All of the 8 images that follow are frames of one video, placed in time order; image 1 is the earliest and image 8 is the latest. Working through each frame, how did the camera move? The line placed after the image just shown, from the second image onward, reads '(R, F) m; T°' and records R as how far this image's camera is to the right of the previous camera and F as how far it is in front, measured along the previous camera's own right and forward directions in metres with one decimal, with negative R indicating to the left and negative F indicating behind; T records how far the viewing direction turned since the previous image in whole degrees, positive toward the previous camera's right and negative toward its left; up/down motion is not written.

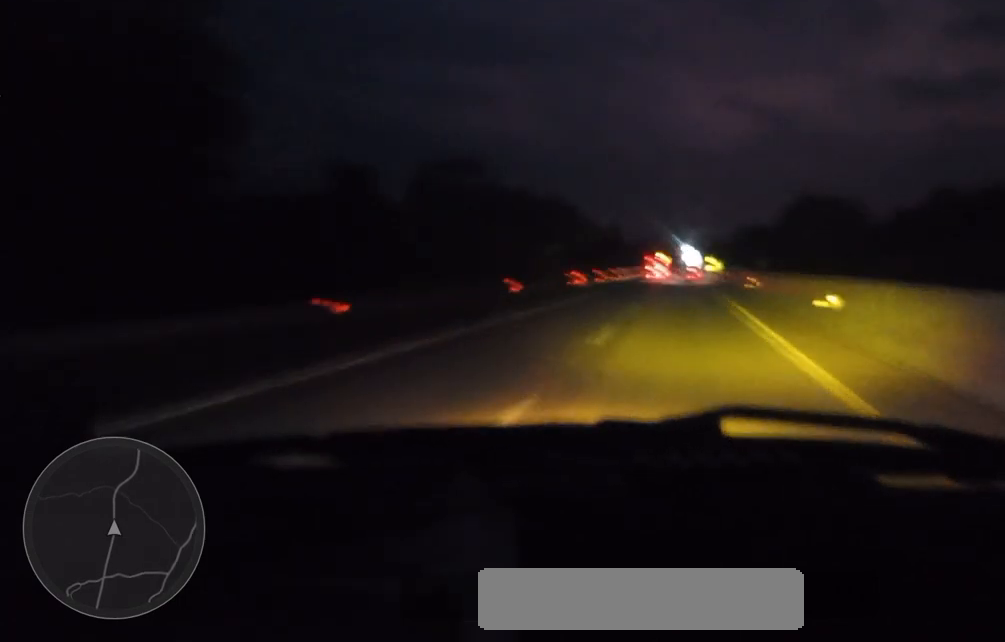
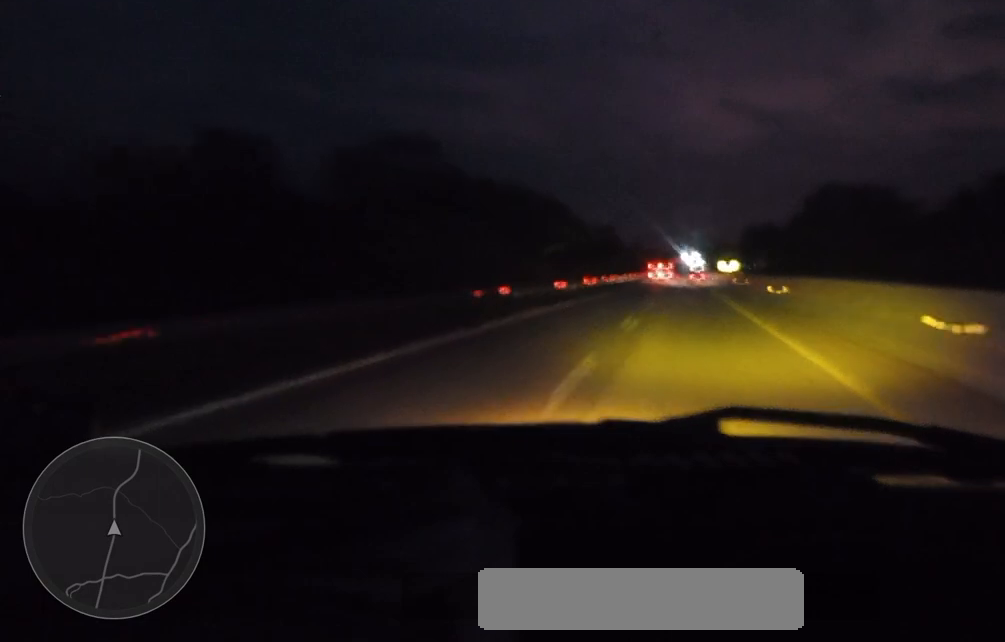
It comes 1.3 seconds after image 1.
(+0.2, +36.0) m; -1°
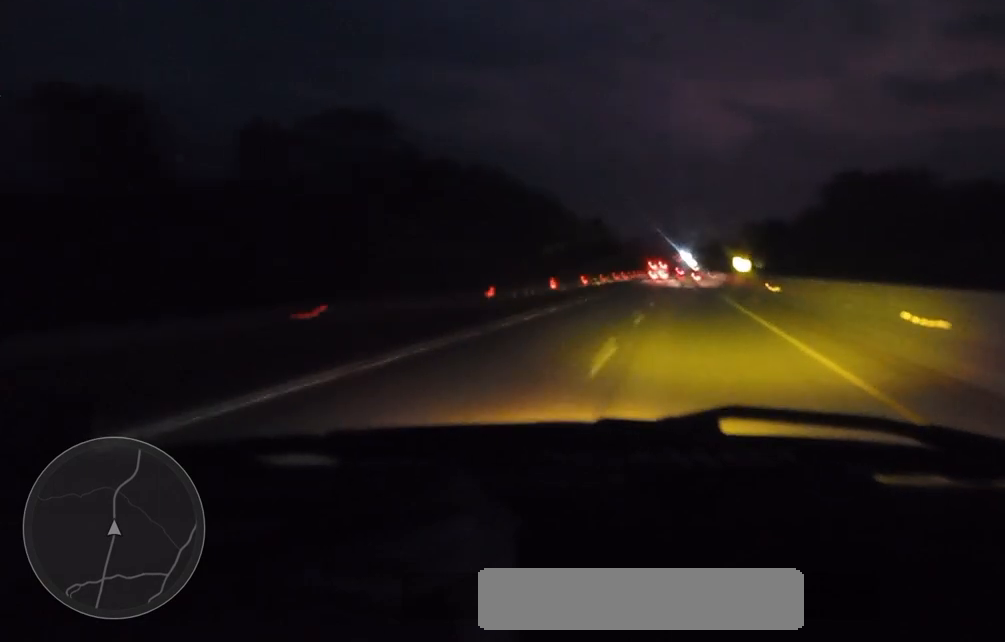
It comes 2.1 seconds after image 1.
(-0.7, +22.9) m; -1°
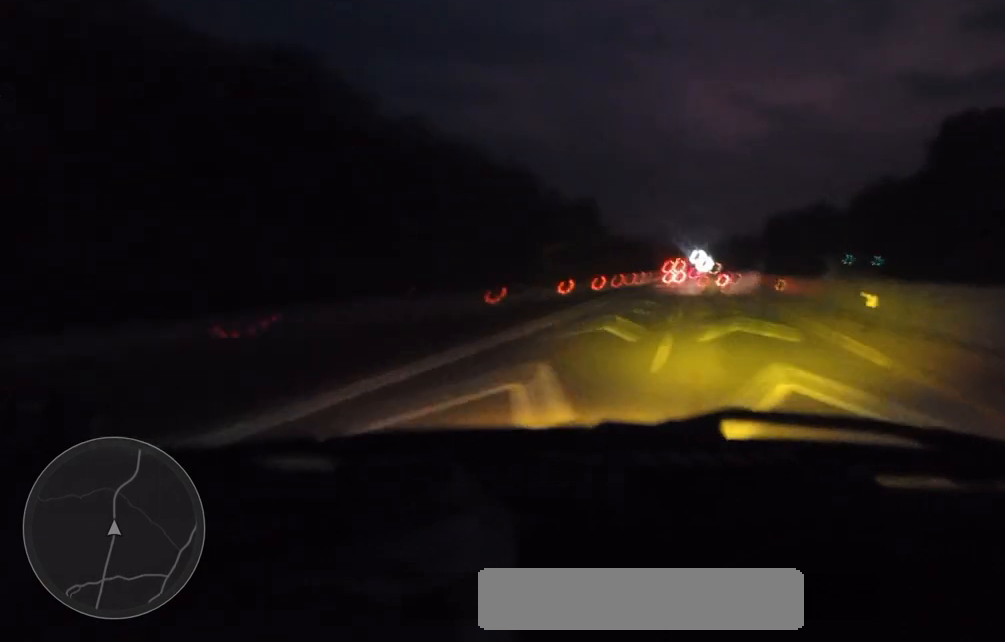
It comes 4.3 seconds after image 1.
(-0.4, +64.2) m; 0°
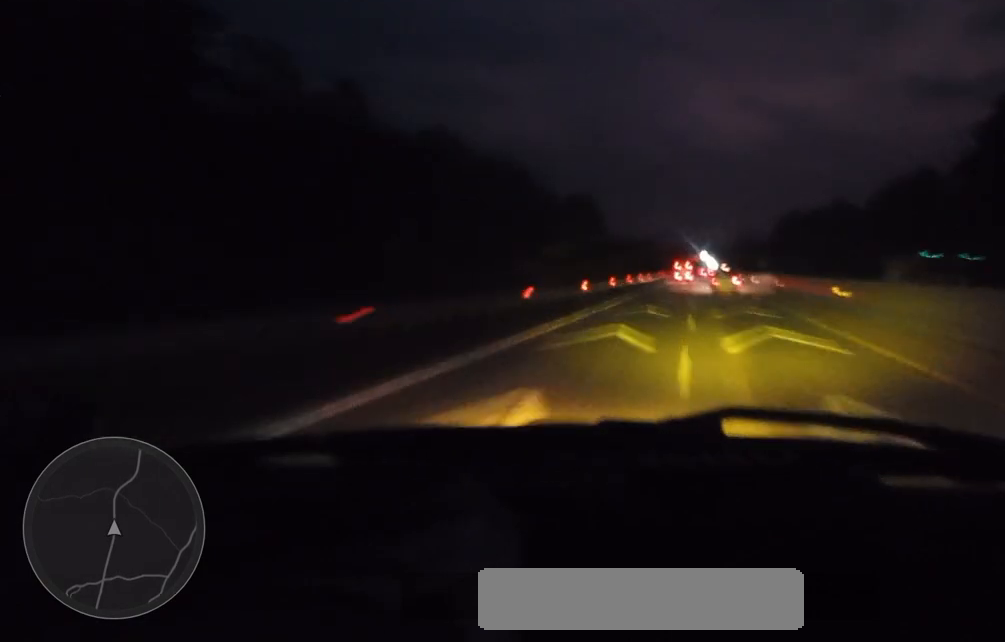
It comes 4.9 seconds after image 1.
(+0.4, +17.6) m; 0°
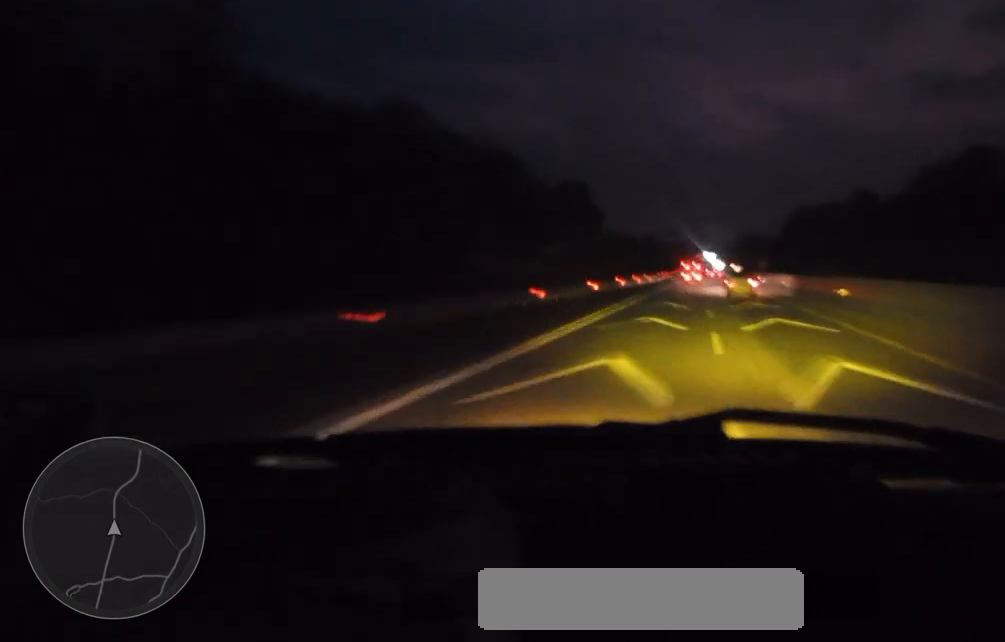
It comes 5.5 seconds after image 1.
(0.0, +19.1) m; 0°
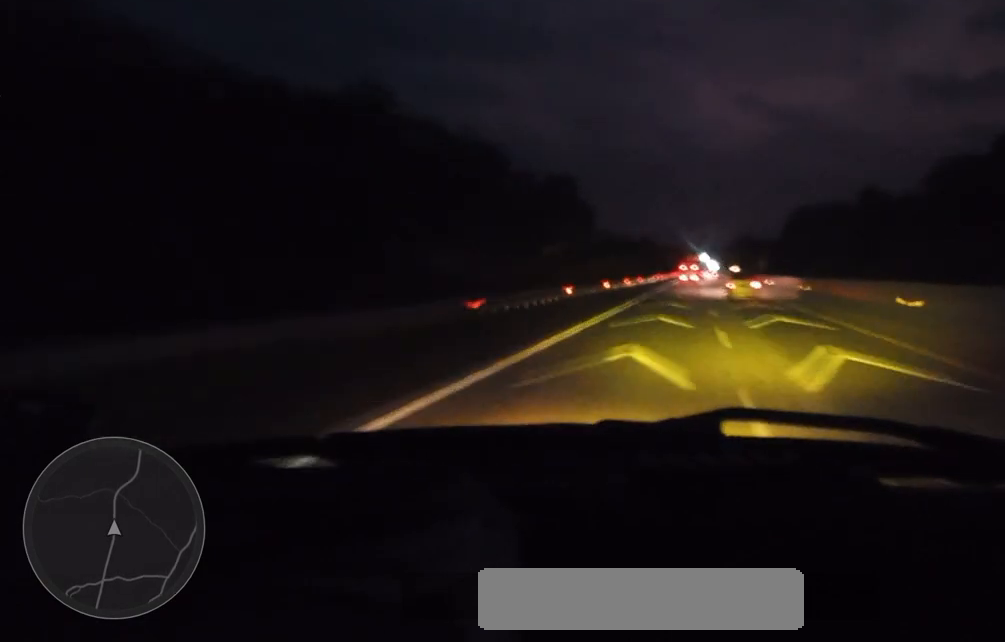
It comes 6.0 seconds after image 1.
(-0.3, +12.7) m; 0°
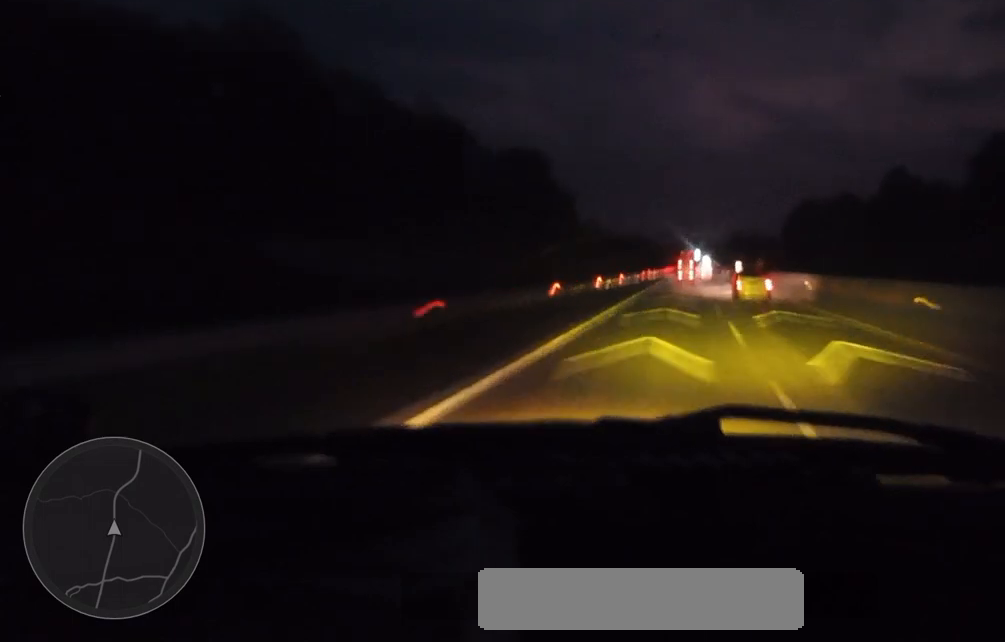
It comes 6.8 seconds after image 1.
(0.0, +25.5) m; 0°
